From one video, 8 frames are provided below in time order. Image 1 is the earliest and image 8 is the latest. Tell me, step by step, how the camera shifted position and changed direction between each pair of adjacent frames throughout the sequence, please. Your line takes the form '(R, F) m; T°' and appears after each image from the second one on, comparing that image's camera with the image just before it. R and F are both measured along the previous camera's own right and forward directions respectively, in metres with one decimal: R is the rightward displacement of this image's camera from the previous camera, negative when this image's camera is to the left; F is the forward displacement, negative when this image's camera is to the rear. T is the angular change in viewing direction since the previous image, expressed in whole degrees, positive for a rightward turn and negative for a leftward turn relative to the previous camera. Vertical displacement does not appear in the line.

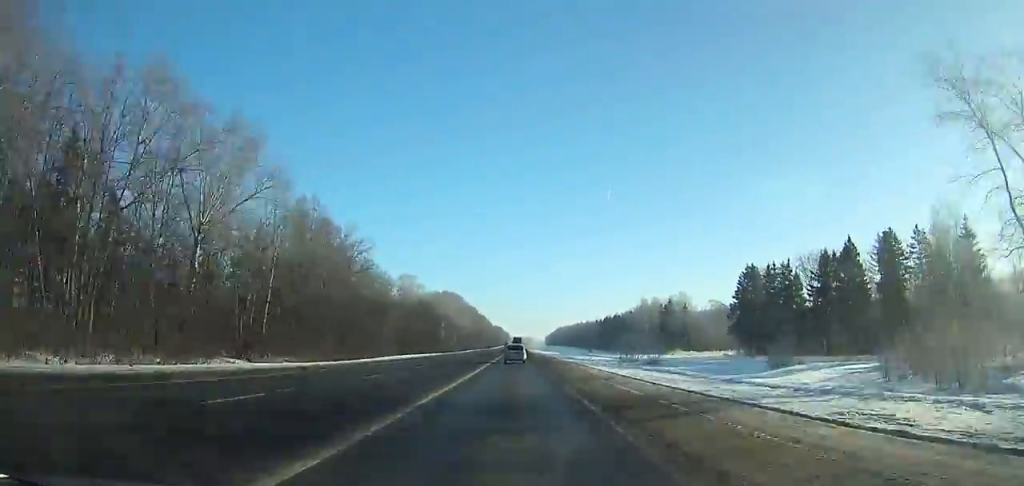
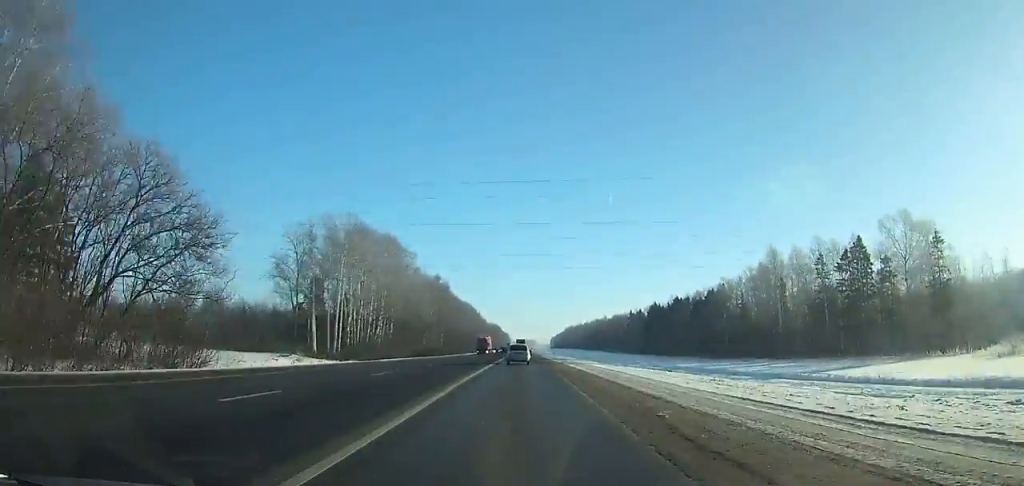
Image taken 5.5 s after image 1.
(+0.7, +130.8) m; +1°
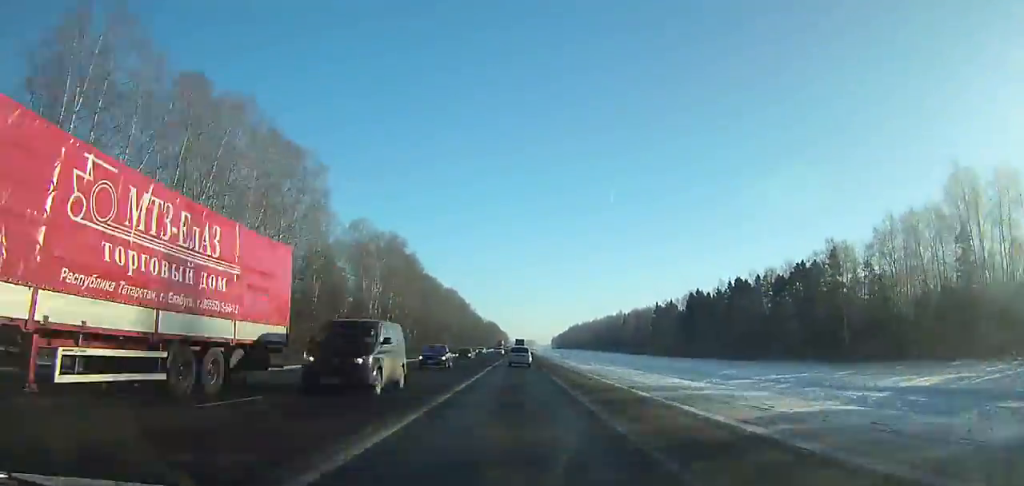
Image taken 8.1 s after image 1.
(+0.1, +61.7) m; 0°
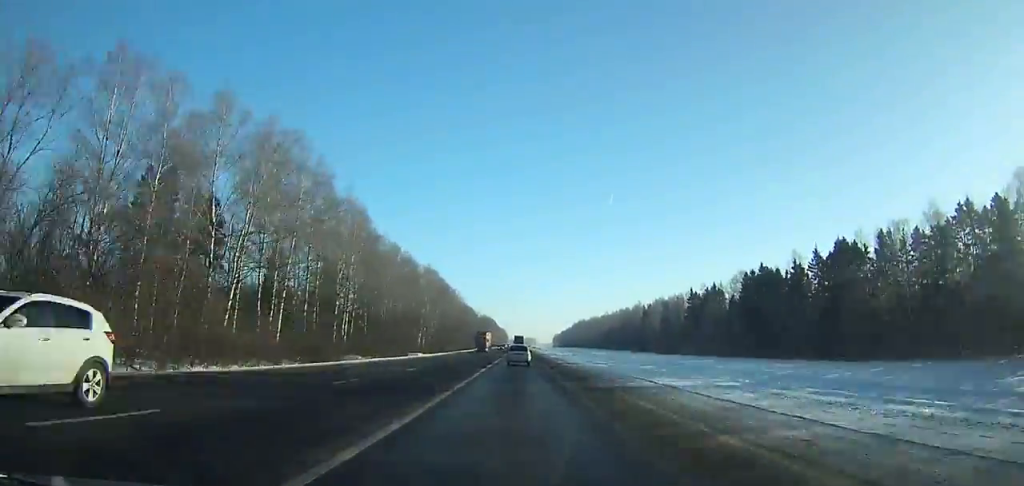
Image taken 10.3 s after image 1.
(0.0, +52.3) m; 0°
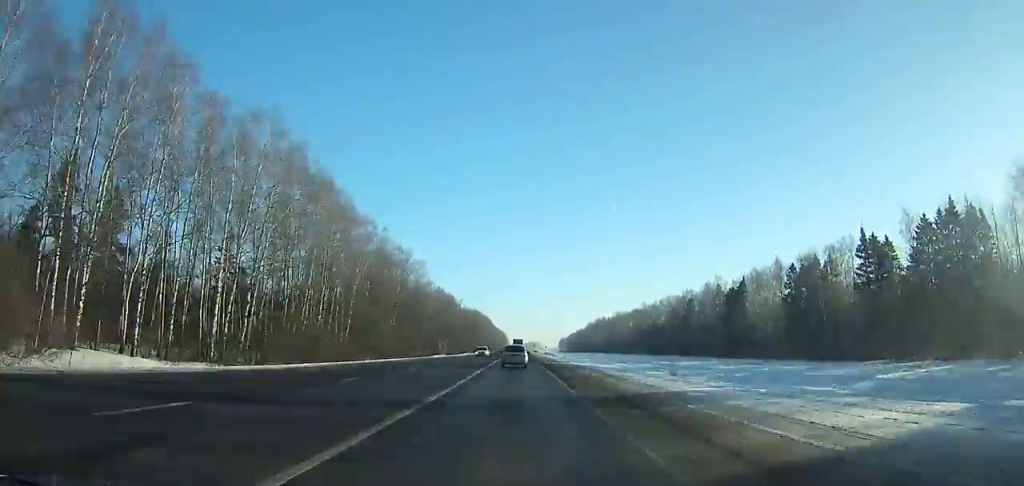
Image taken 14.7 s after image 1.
(-0.4, +105.0) m; 0°
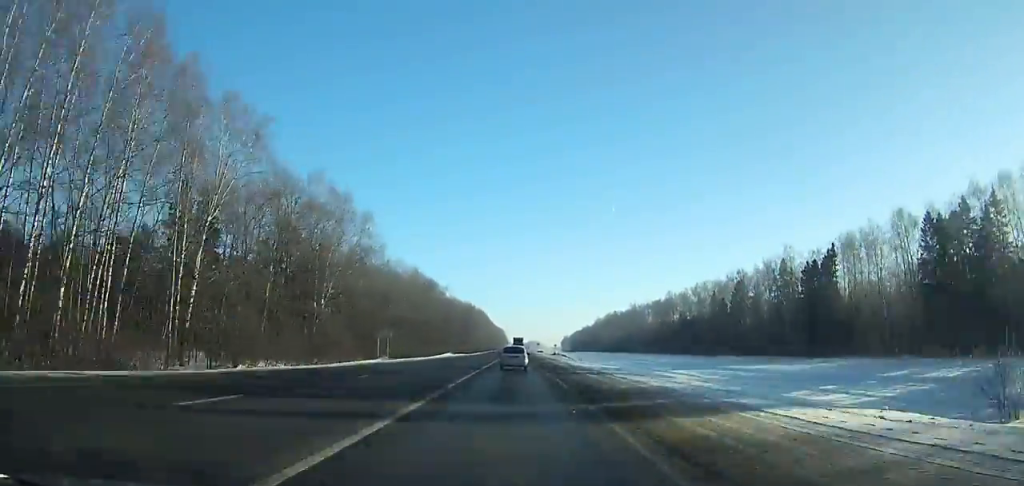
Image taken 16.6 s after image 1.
(-0.1, +45.0) m; 0°
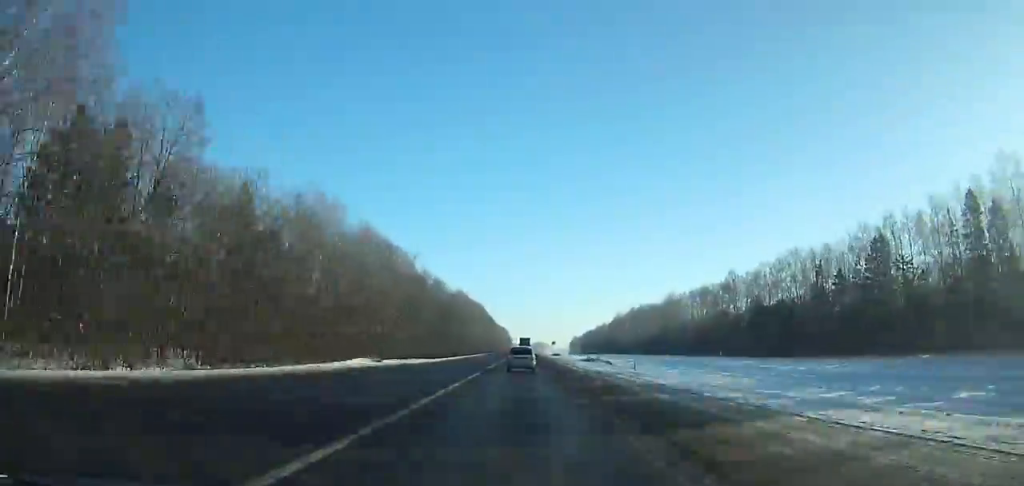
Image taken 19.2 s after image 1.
(-0.2, +60.9) m; 0°
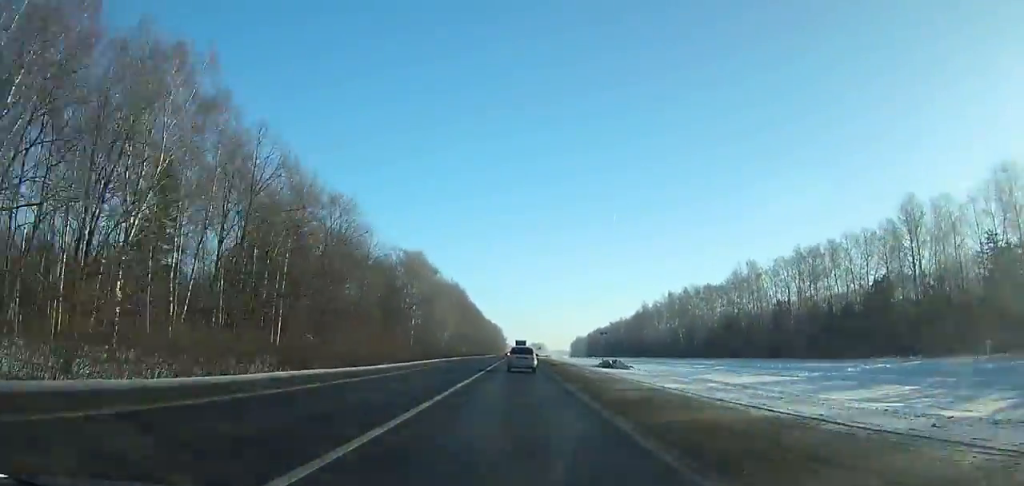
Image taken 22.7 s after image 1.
(+0.1, +80.5) m; 0°
